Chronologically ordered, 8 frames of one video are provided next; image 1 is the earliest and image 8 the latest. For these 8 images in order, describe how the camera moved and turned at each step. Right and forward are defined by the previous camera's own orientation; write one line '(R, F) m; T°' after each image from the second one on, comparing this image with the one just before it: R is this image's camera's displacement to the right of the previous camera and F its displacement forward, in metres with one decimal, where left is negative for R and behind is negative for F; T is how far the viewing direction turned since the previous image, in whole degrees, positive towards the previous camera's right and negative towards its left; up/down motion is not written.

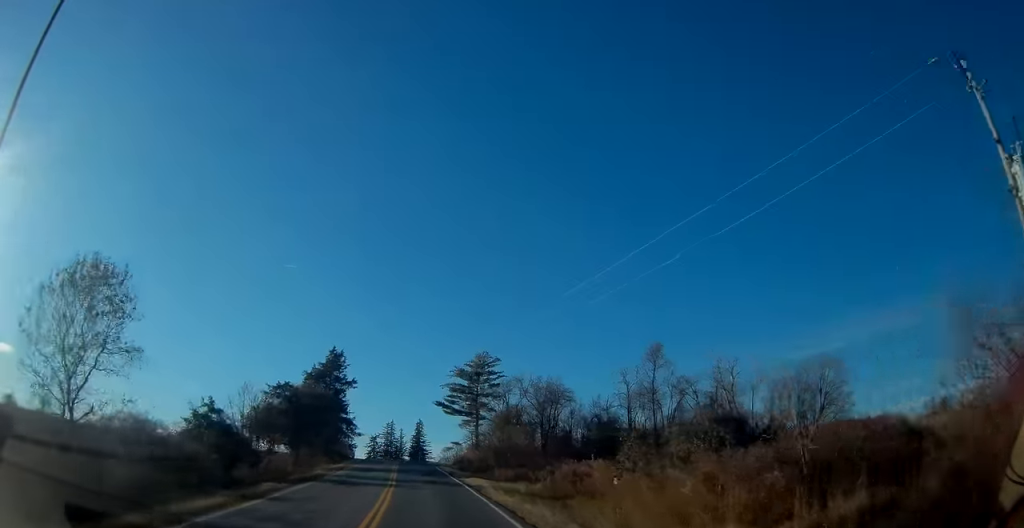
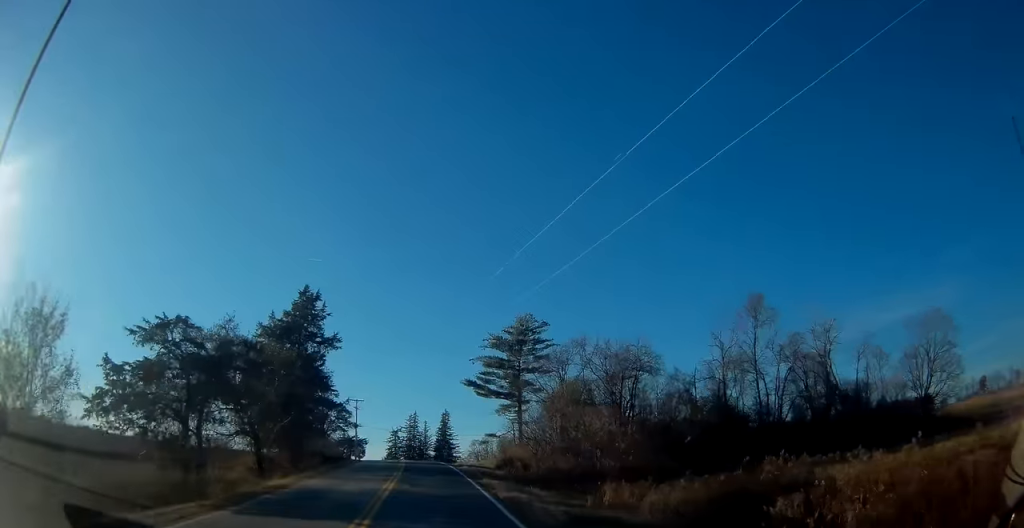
(-0.6, +22.1) m; -2°
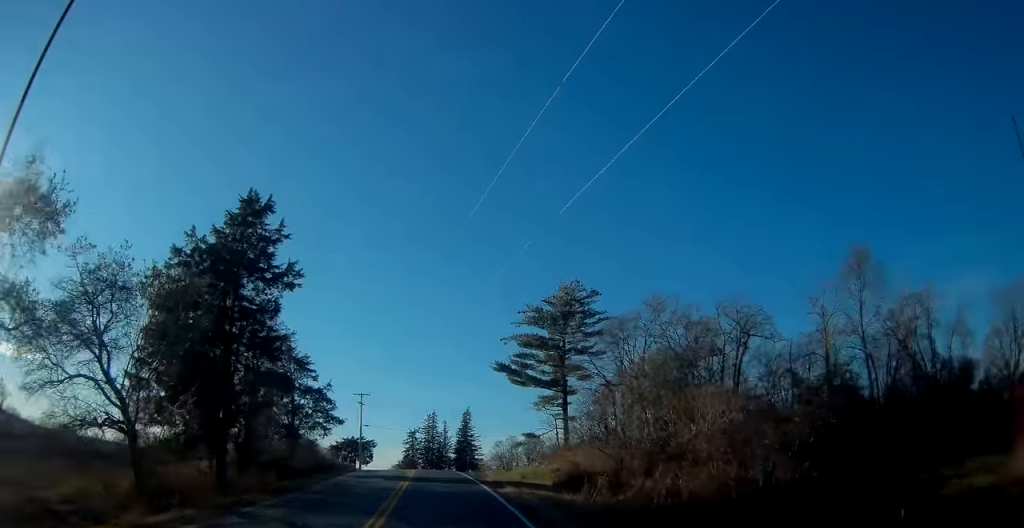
(+0.1, +15.8) m; -1°
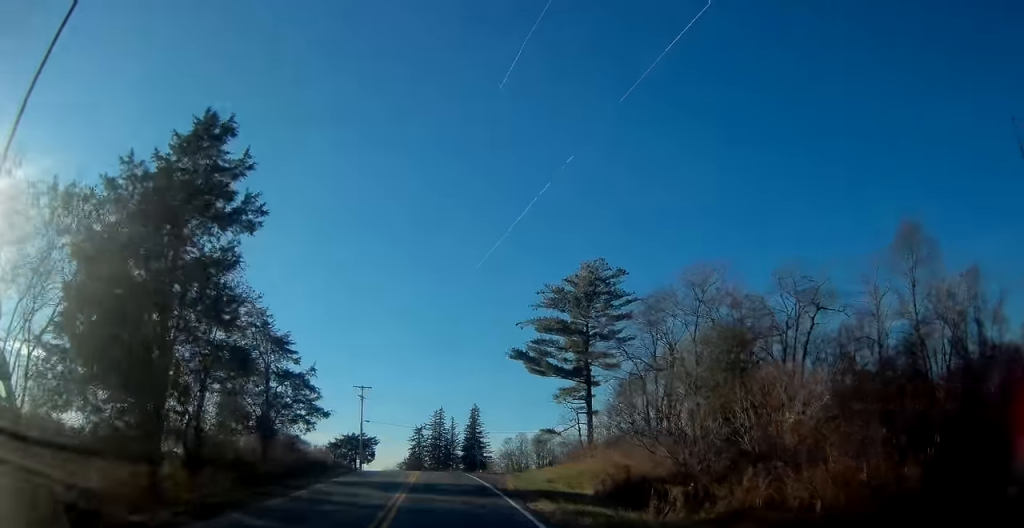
(-0.1, +6.1) m; 0°
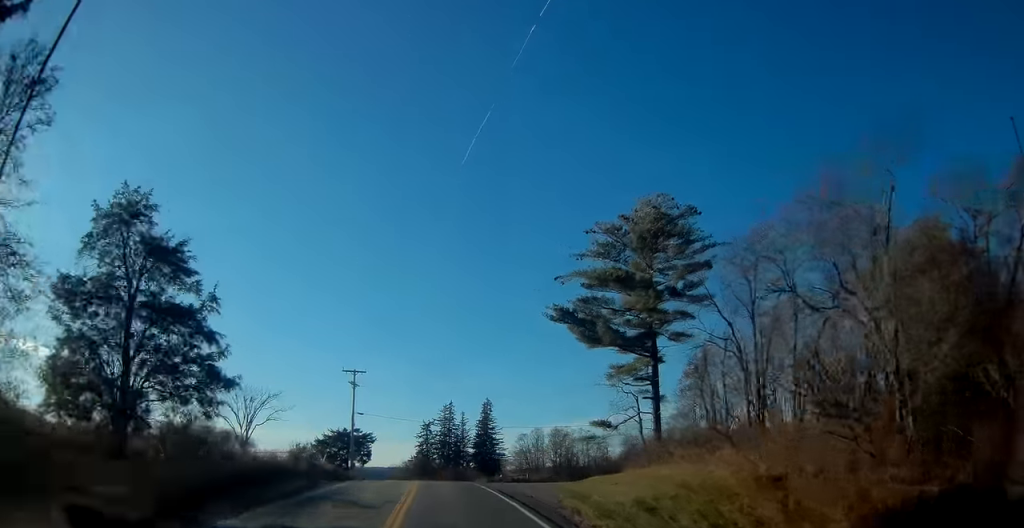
(-0.1, +13.1) m; 0°
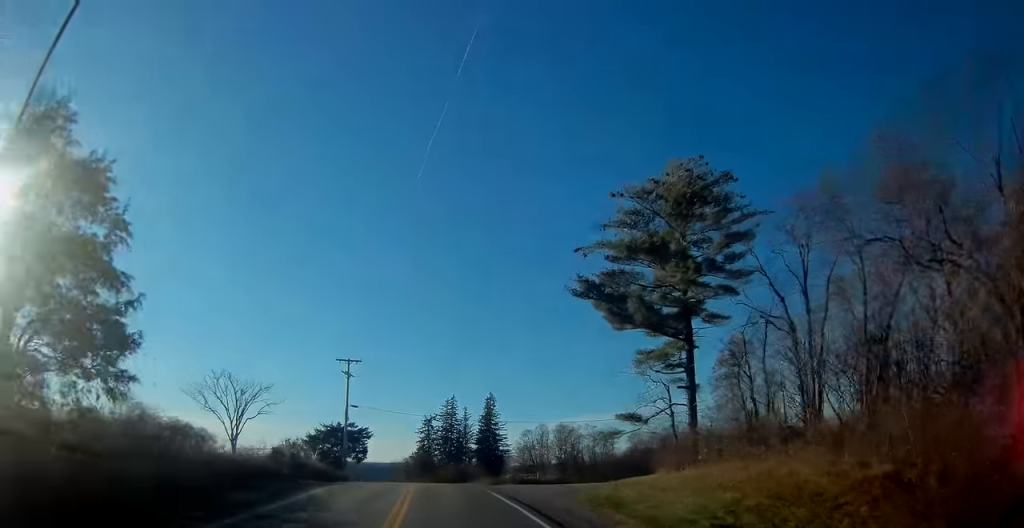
(0.0, +4.8) m; 0°
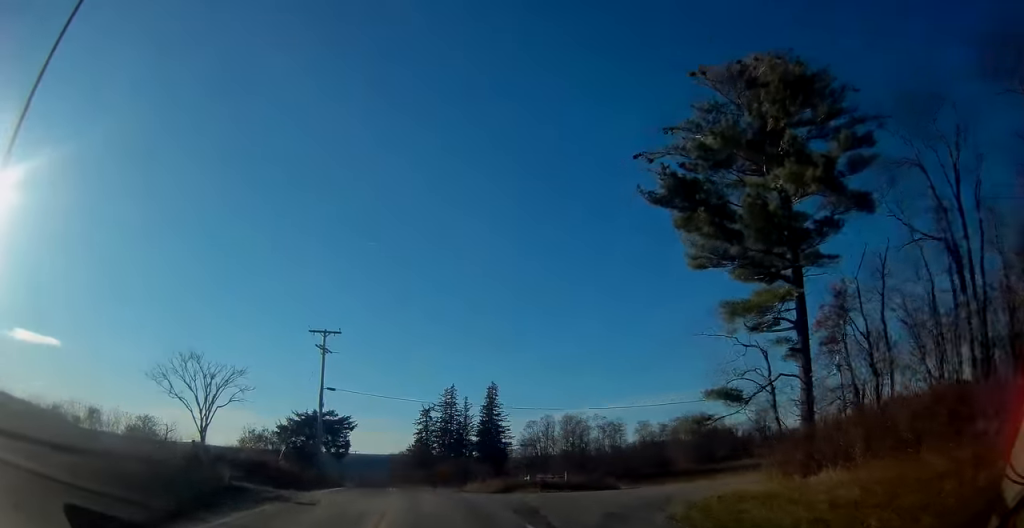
(0.0, +9.9) m; +3°
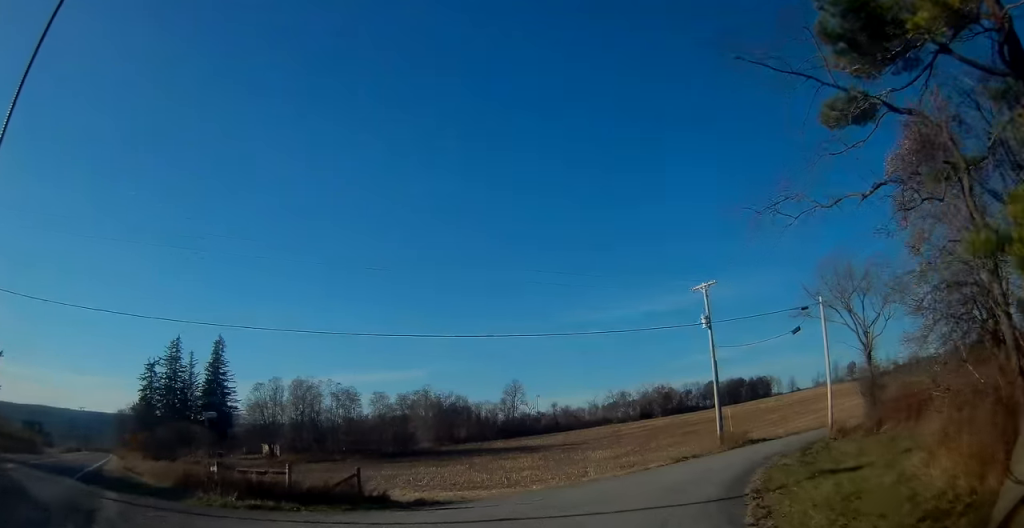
(+4.5, +17.9) m; +39°
